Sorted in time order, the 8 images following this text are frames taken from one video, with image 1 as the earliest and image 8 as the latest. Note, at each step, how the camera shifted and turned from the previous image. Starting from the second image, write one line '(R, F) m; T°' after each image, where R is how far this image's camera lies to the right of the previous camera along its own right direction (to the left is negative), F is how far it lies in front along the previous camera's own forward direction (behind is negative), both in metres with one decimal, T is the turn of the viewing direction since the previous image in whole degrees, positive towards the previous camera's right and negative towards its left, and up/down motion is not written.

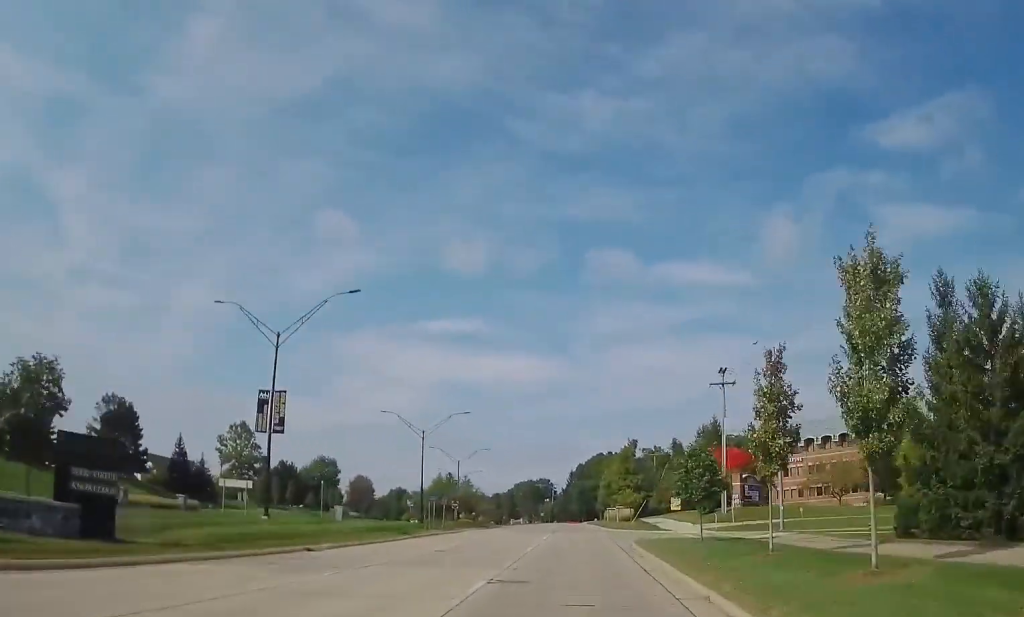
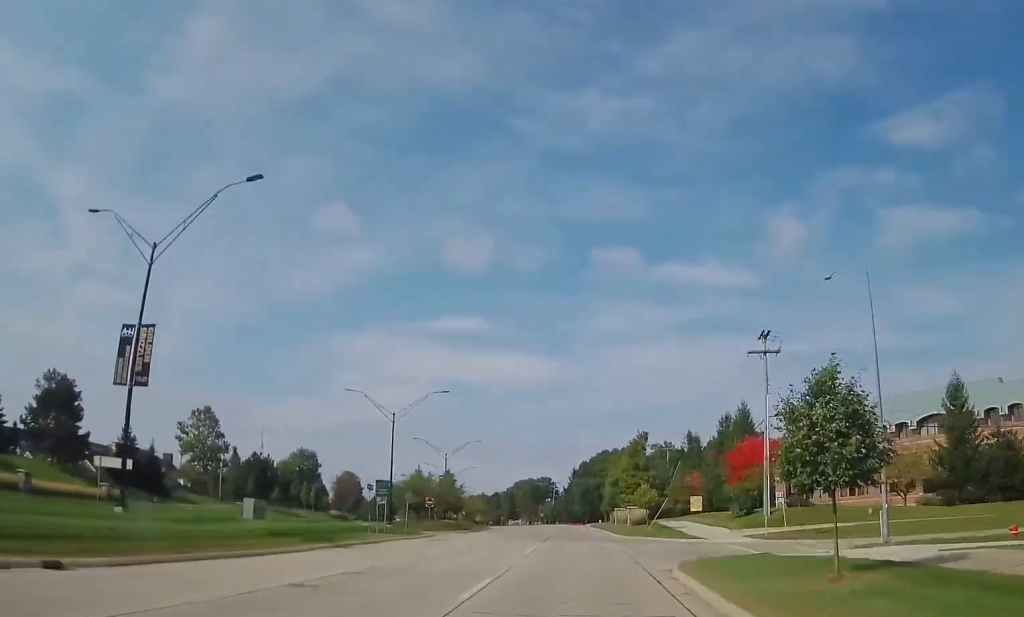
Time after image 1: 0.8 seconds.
(+0.1, +14.3) m; -1°
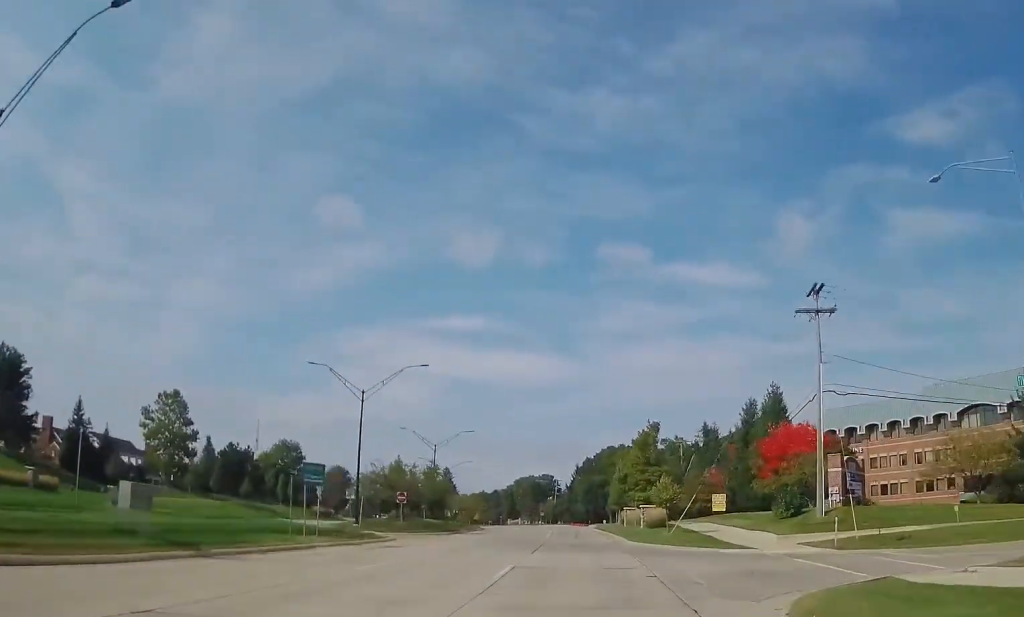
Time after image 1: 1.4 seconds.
(-0.2, +11.0) m; -1°
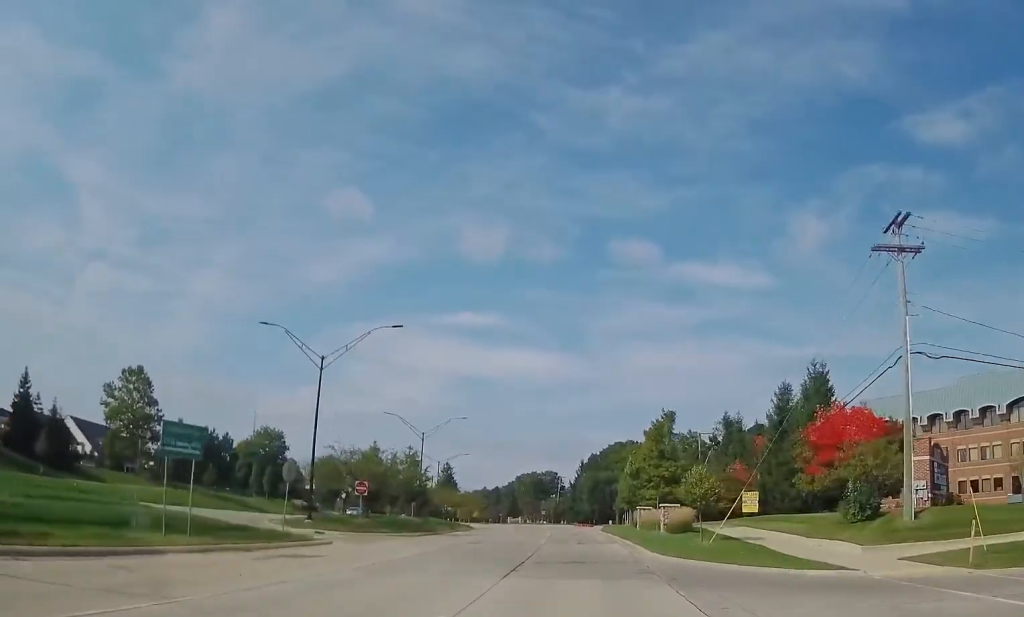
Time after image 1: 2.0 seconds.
(-0.1, +10.7) m; 0°
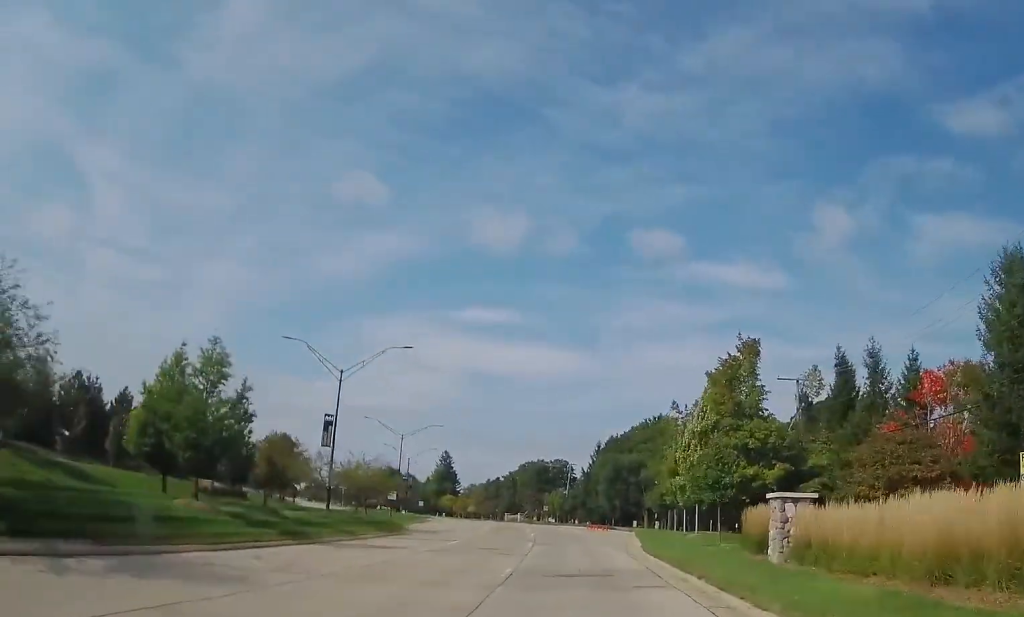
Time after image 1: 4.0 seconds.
(0.0, +34.9) m; 0°
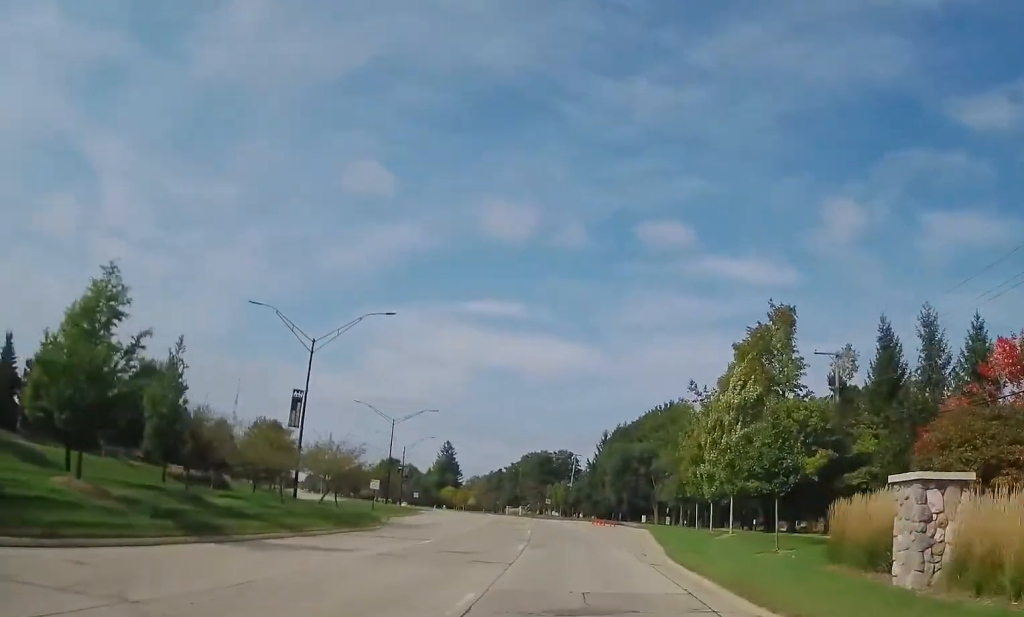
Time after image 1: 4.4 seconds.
(0.0, +7.1) m; 0°
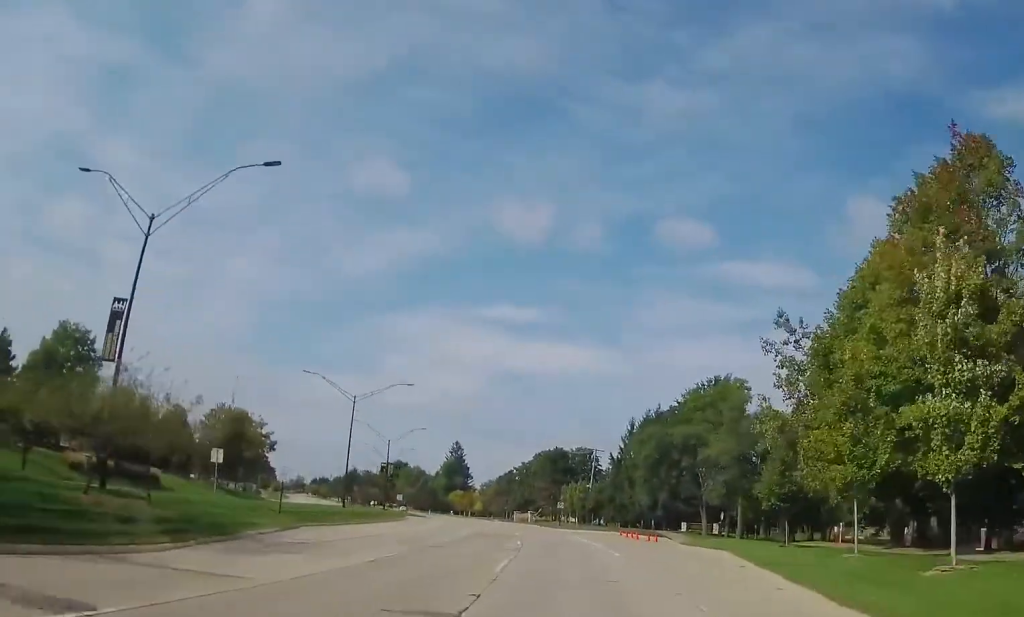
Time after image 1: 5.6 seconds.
(0.0, +21.6) m; 0°
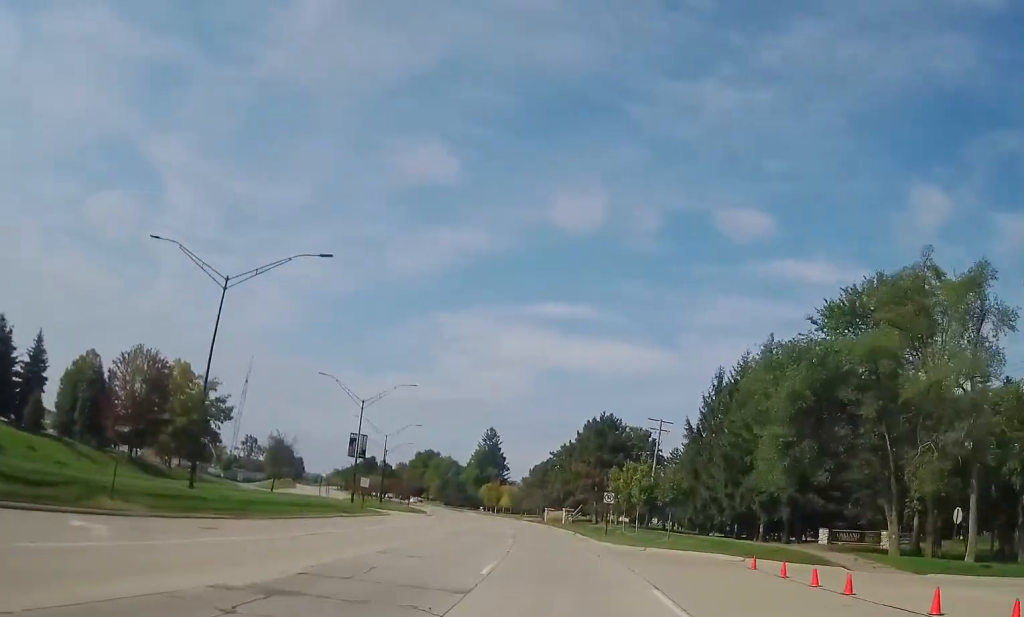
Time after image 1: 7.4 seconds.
(-1.7, +32.7) m; -6°
